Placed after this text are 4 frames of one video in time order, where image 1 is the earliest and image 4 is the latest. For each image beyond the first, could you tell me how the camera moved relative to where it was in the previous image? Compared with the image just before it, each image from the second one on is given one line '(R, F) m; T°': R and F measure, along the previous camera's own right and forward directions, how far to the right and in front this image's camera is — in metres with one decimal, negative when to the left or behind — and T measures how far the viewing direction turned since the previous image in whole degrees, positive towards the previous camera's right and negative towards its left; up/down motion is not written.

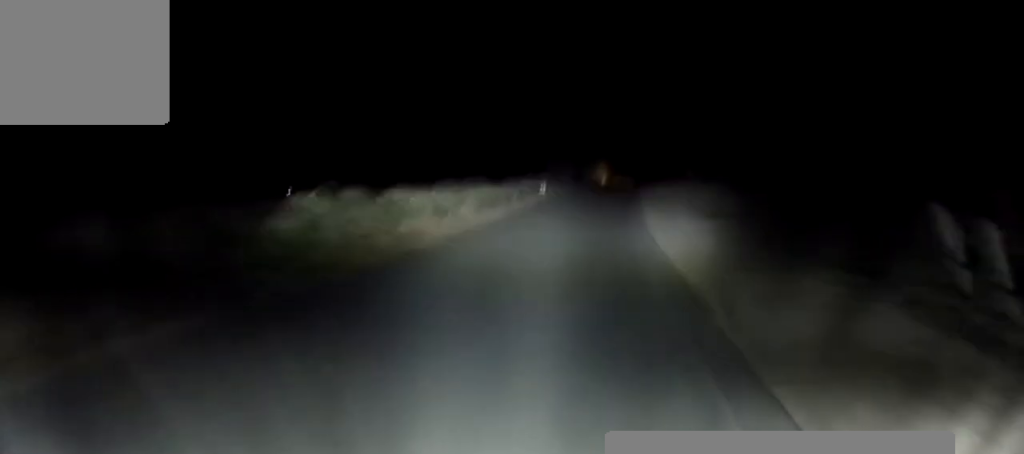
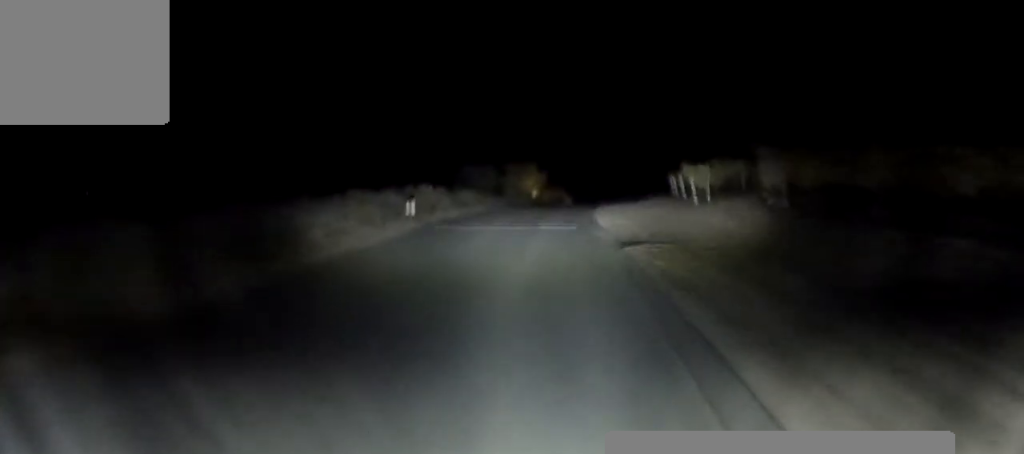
(+2.1, +25.5) m; +7°
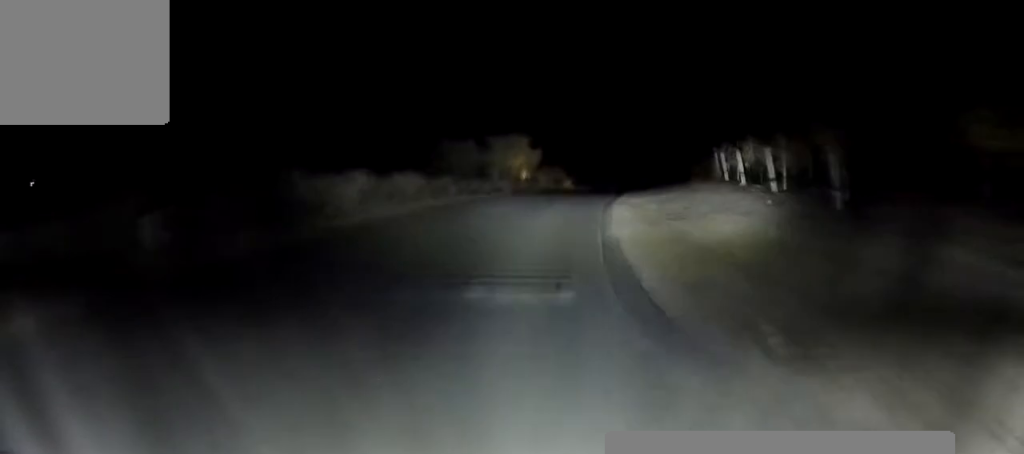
(+0.1, +17.3) m; +1°
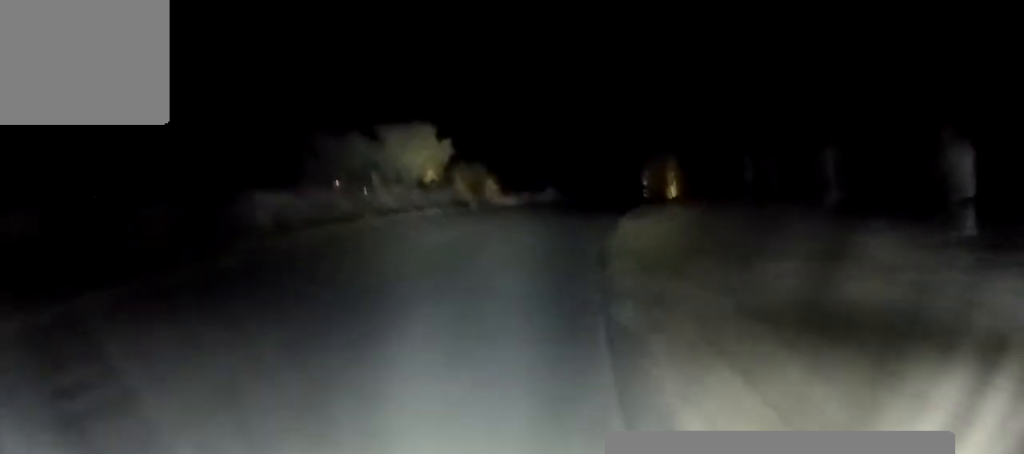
(+0.1, +17.8) m; +1°
